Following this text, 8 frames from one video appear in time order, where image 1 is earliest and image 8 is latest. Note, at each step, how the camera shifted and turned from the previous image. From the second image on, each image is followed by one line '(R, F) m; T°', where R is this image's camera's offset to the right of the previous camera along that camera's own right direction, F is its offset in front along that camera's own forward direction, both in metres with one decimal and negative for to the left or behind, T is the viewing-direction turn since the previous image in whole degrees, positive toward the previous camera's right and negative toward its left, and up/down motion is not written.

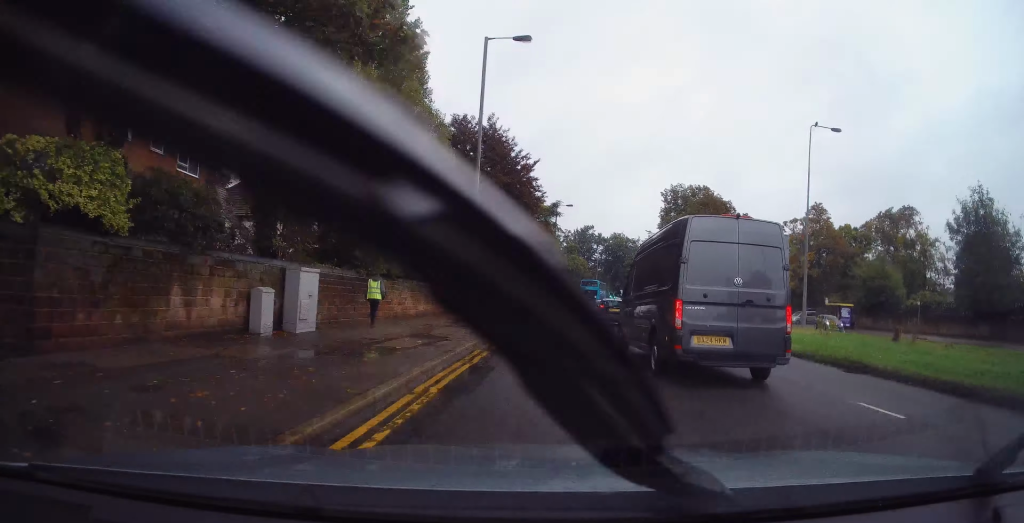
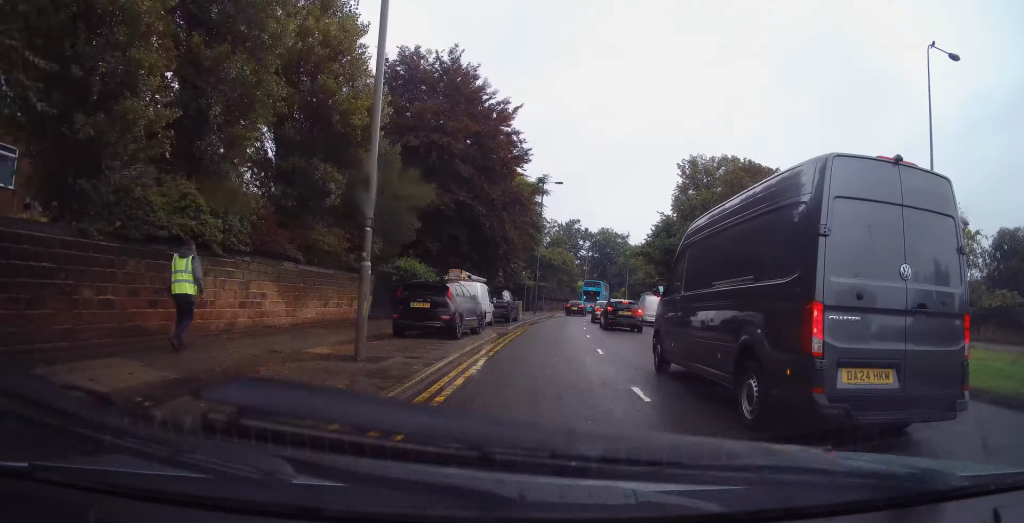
(-0.2, +12.2) m; -1°
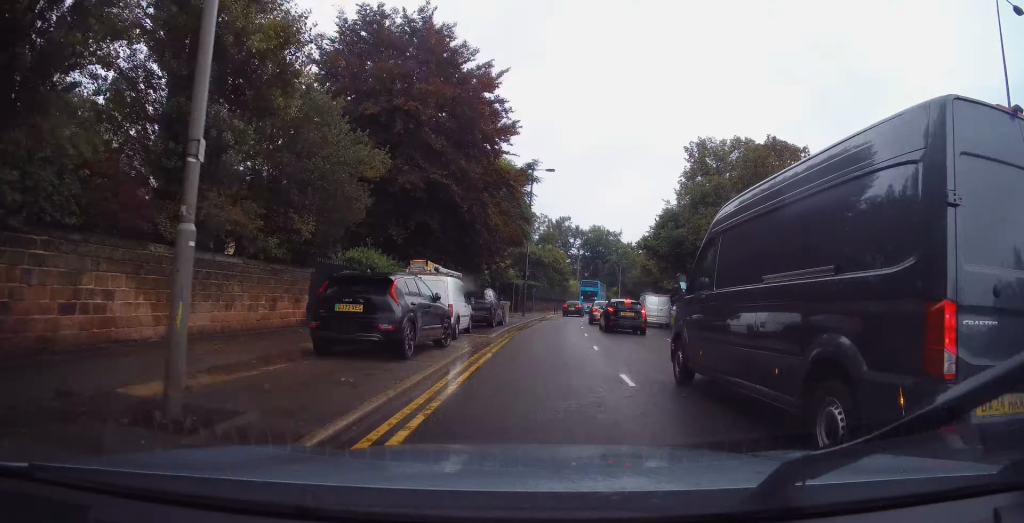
(-0.1, +5.0) m; 0°
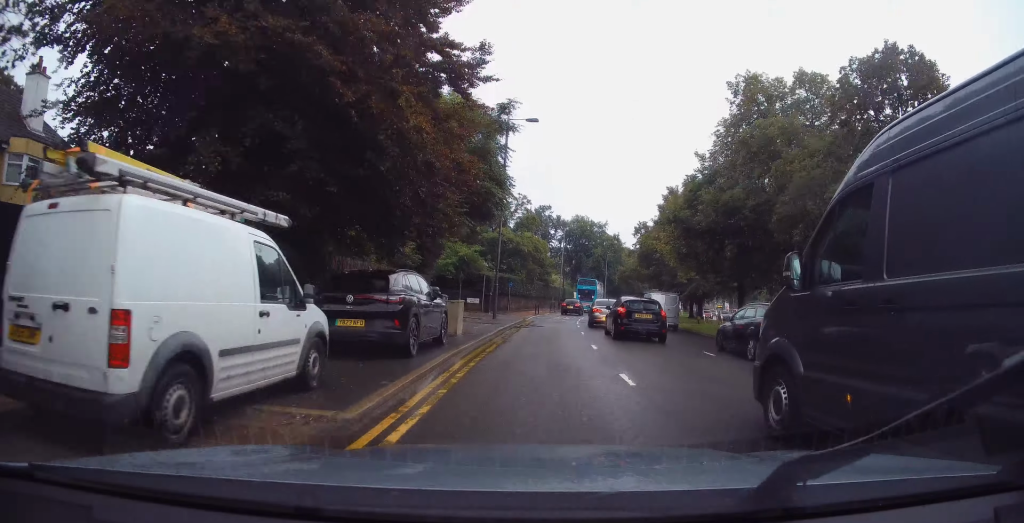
(+0.4, +12.1) m; +4°
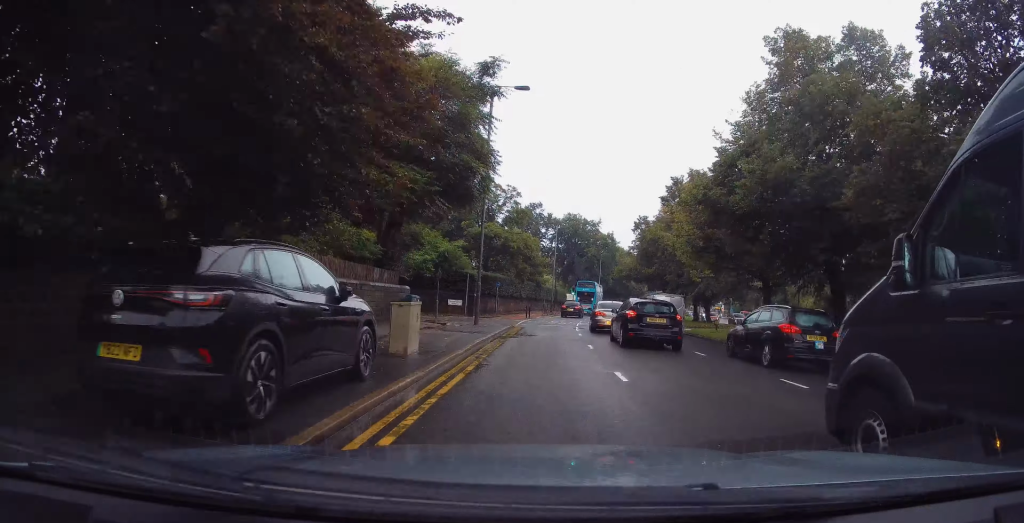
(+0.1, +5.5) m; +3°
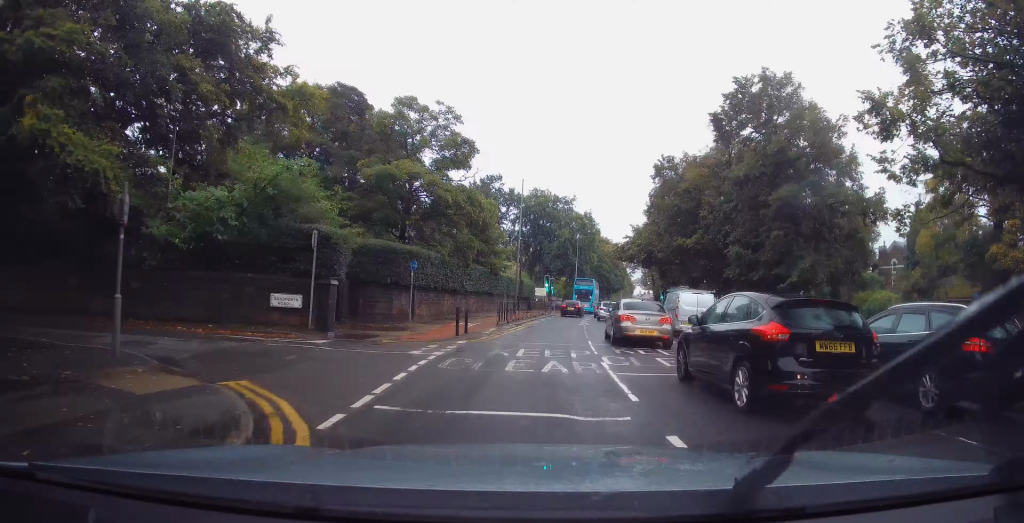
(+0.5, +23.6) m; +2°
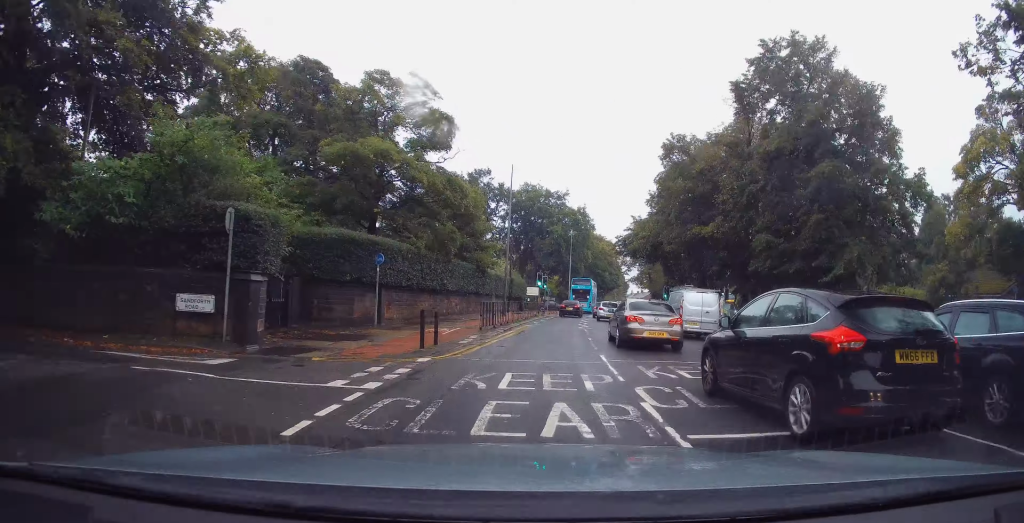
(+0.2, +4.5) m; +1°
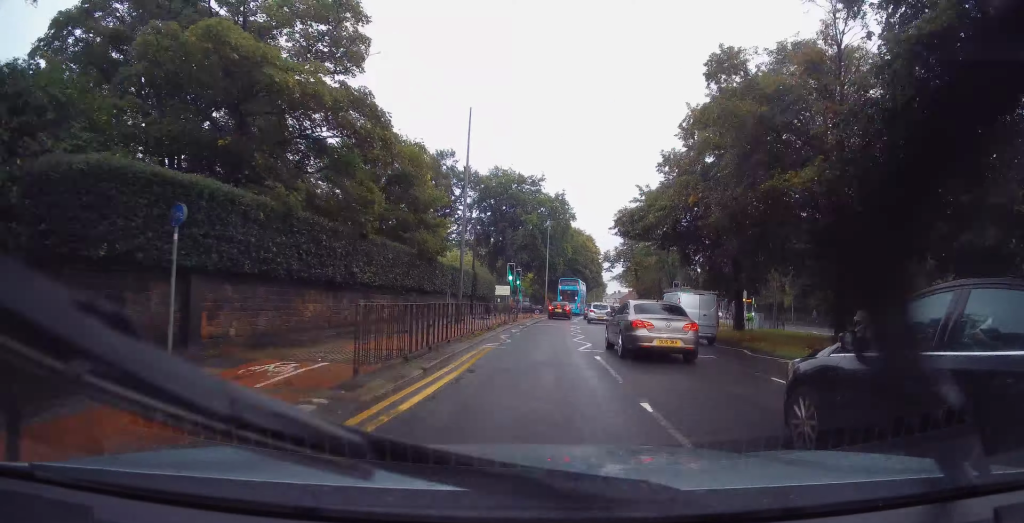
(+0.2, +11.4) m; +2°
